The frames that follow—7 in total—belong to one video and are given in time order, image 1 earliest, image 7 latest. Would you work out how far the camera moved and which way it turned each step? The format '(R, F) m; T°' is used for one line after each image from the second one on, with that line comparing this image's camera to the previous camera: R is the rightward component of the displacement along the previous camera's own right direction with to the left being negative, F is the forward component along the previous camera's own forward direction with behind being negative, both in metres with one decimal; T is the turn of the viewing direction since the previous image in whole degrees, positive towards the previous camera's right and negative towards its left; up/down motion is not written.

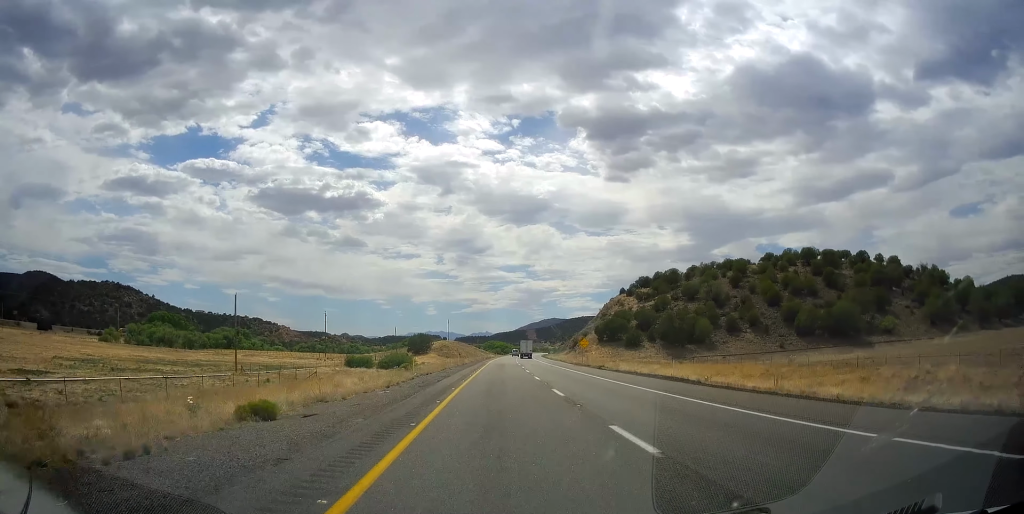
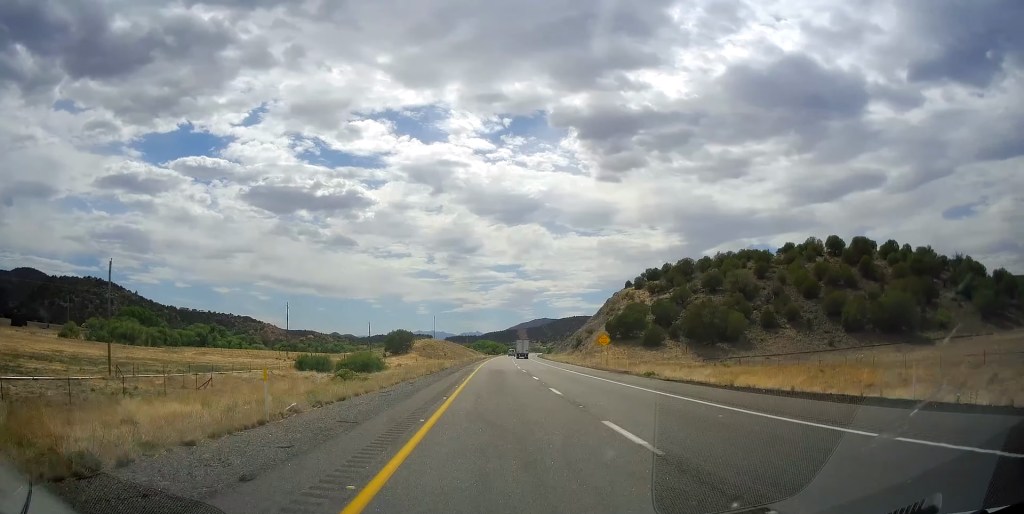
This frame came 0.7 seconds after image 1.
(+0.3, +23.1) m; +1°
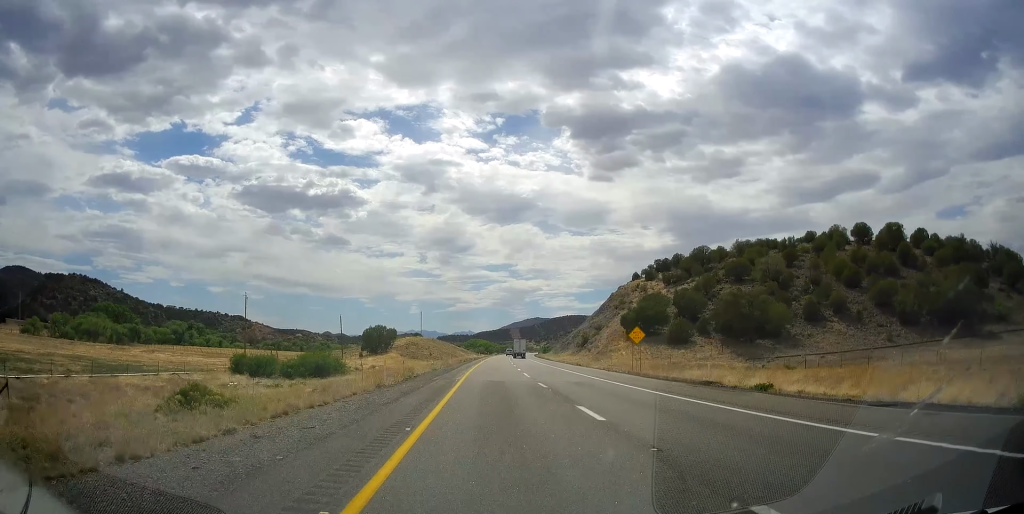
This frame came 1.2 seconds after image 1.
(+0.1, +19.7) m; +1°
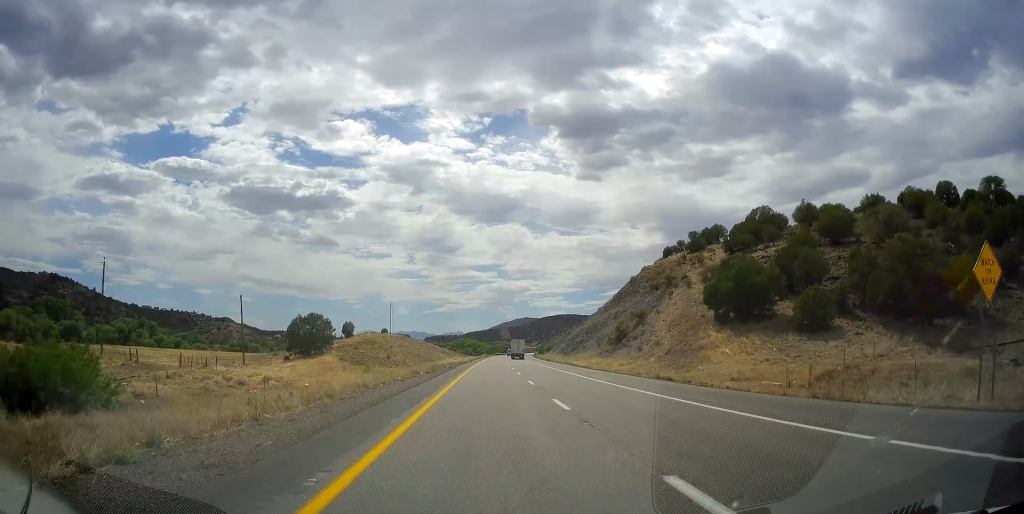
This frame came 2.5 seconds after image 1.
(+0.6, +42.8) m; +1°
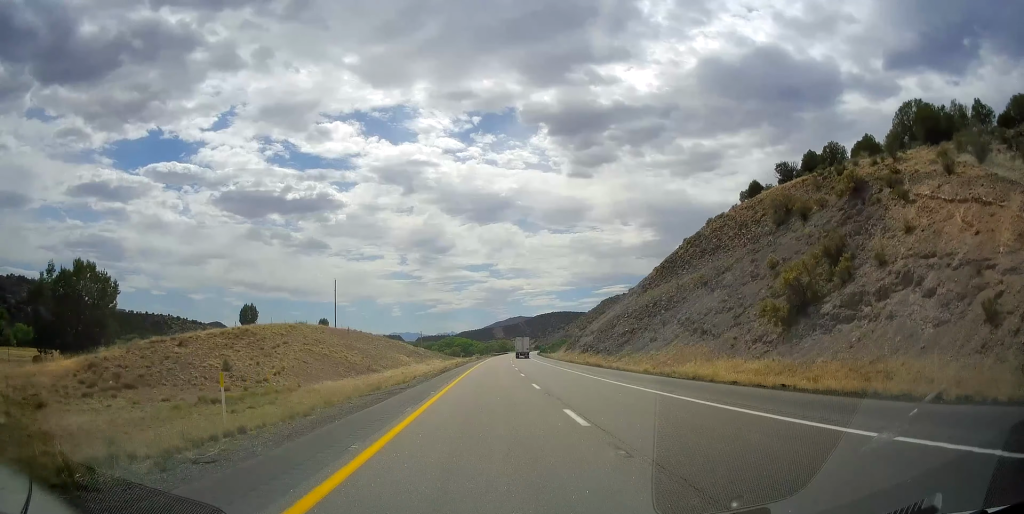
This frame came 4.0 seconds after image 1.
(+0.7, +52.1) m; +1°
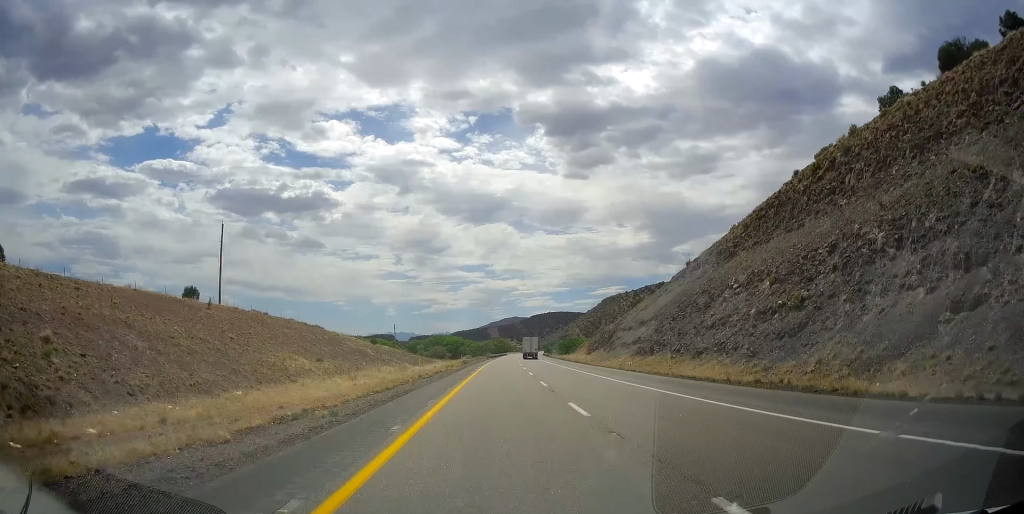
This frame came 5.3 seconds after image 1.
(0.0, +46.3) m; -1°
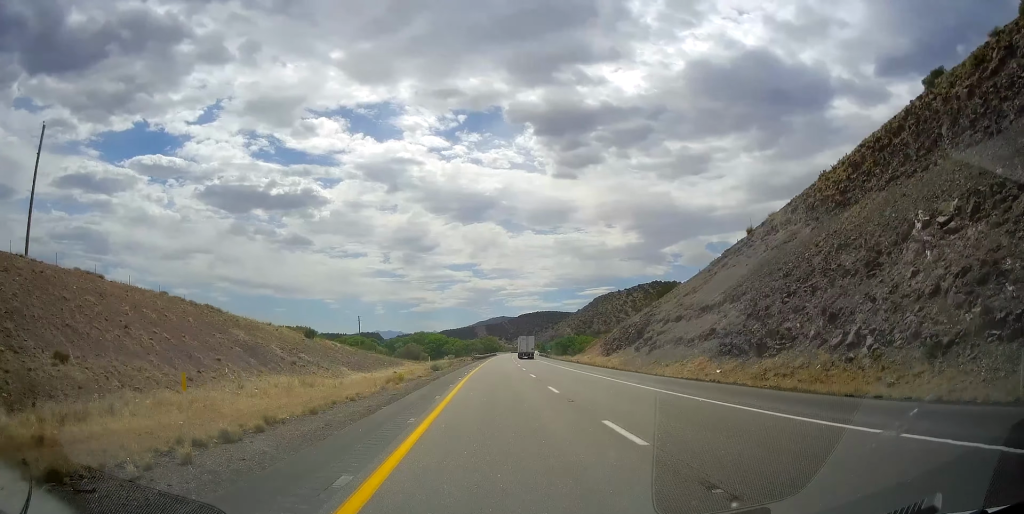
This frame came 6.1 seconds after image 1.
(-0.4, +29.2) m; +1°
